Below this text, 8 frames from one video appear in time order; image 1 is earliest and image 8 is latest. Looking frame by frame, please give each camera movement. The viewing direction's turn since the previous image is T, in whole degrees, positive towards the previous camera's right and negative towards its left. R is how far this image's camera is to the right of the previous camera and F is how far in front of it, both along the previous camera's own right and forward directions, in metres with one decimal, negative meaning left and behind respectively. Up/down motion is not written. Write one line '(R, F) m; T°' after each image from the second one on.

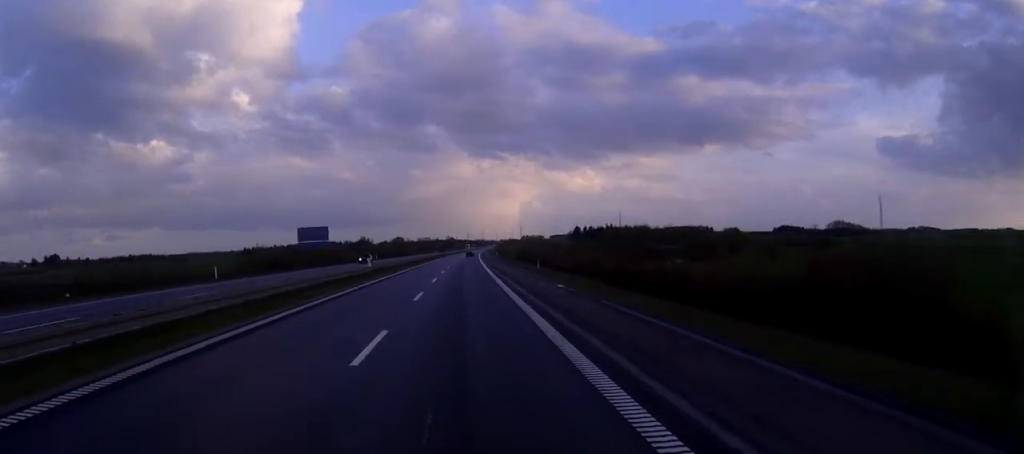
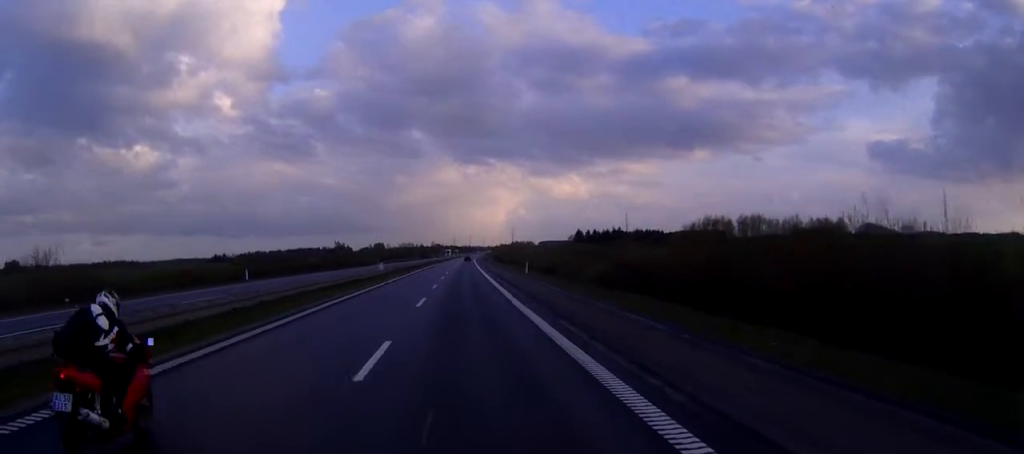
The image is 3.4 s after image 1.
(+0.8, +90.7) m; +1°
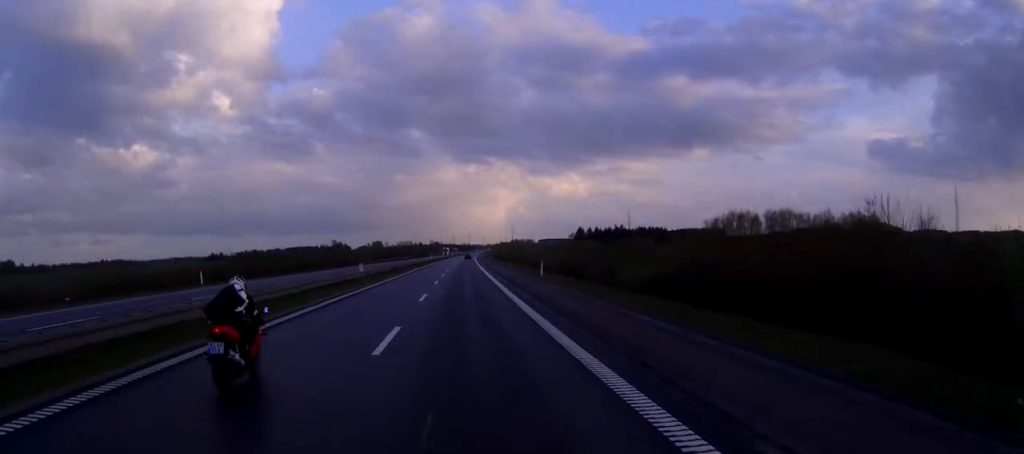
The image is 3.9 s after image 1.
(0.0, +12.4) m; 0°
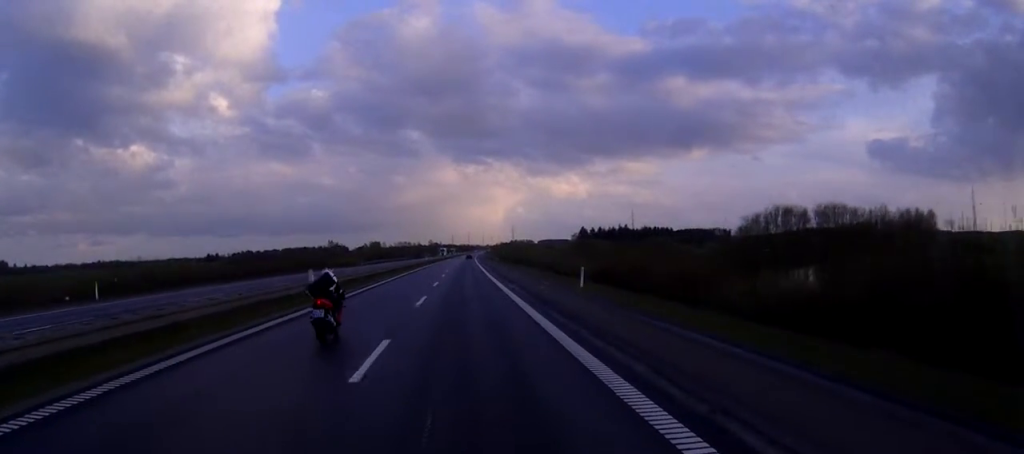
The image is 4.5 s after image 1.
(0.0, +17.7) m; 0°
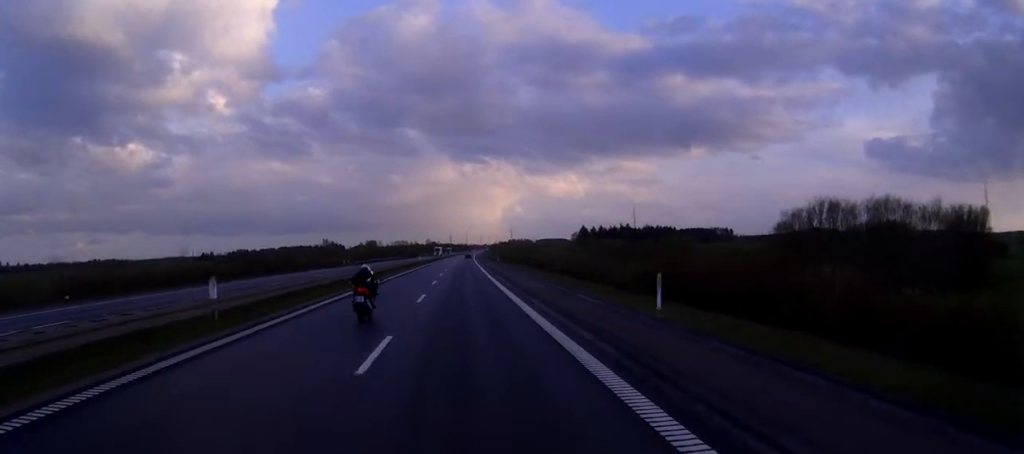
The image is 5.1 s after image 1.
(0.0, +14.2) m; 0°
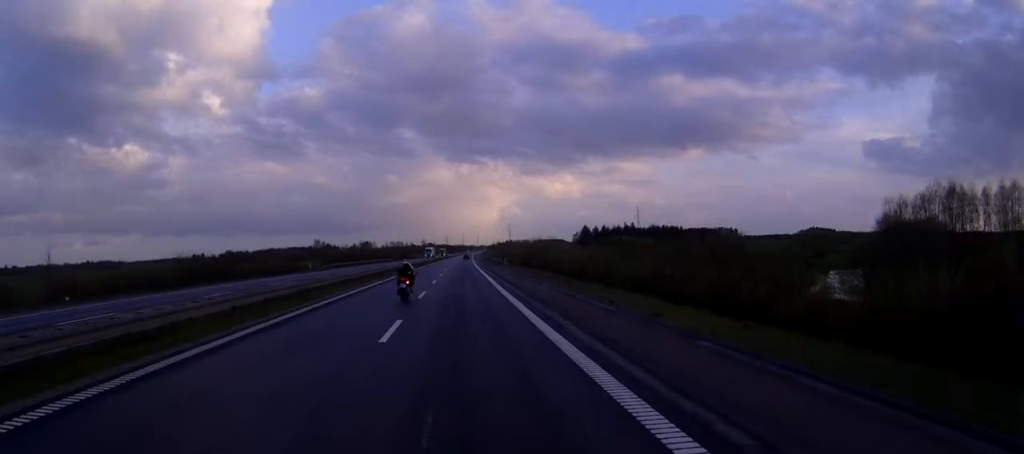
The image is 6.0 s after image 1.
(+0.1, +25.7) m; 0°
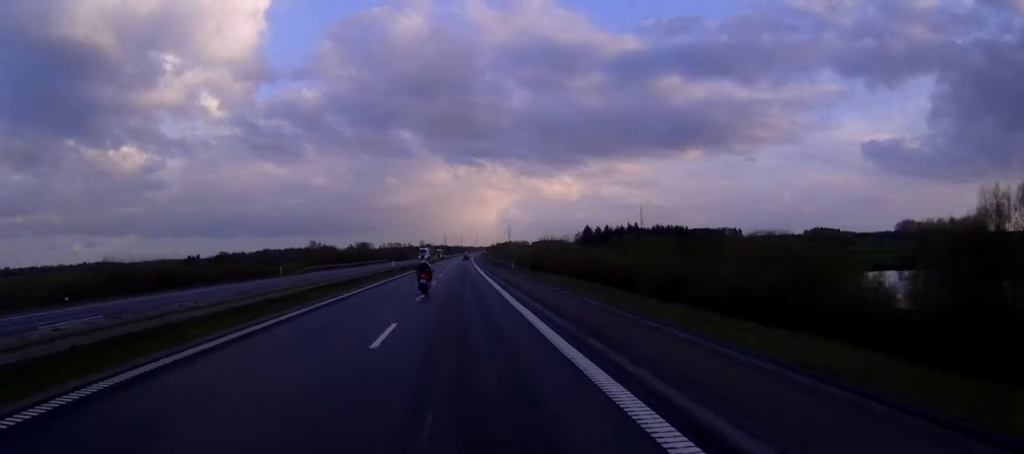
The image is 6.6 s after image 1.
(0.0, +15.9) m; 0°
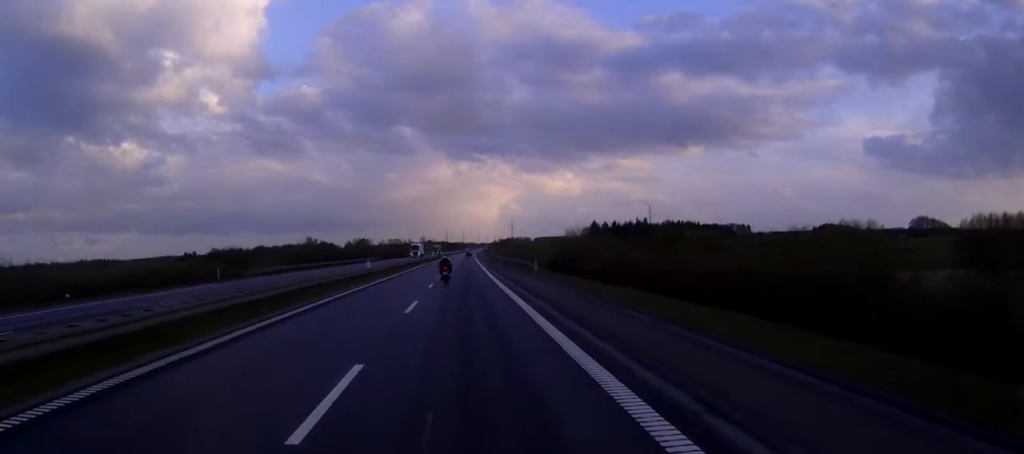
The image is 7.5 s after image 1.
(0.0, +22.0) m; 0°
